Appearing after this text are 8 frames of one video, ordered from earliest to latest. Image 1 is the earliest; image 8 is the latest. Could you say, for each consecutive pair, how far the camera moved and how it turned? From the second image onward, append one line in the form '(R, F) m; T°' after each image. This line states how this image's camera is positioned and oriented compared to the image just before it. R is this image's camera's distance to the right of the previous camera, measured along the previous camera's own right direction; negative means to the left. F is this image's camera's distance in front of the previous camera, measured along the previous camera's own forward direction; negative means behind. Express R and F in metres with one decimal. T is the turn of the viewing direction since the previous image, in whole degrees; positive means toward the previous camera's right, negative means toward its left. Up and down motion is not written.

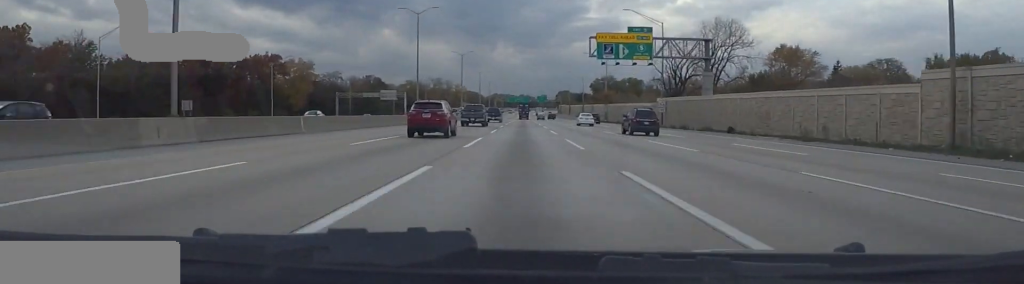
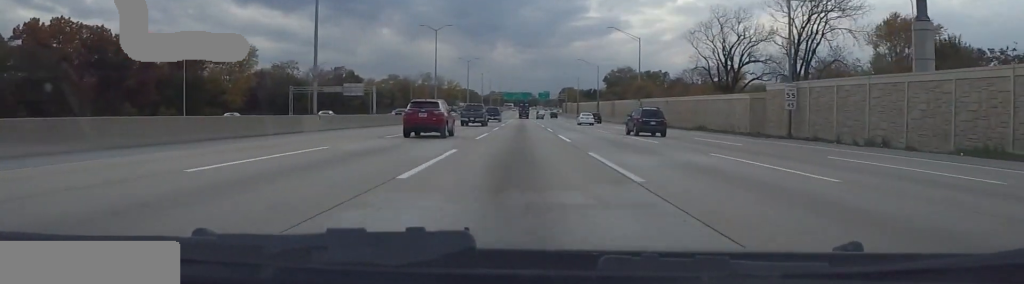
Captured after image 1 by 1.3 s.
(0.0, +41.9) m; 0°
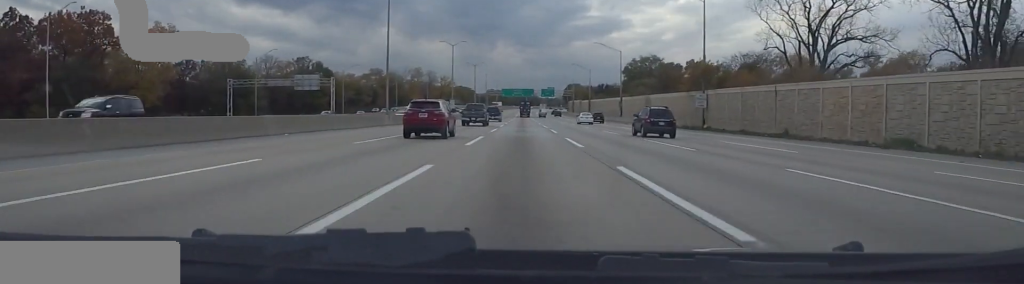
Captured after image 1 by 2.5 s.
(0.0, +36.0) m; 0°
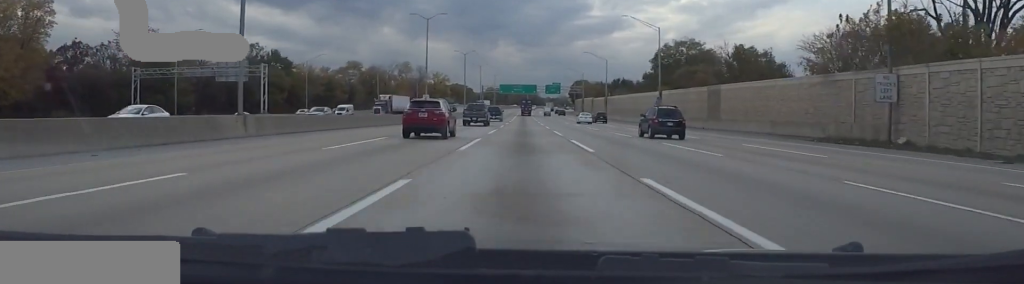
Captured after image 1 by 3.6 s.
(0.0, +32.9) m; 0°
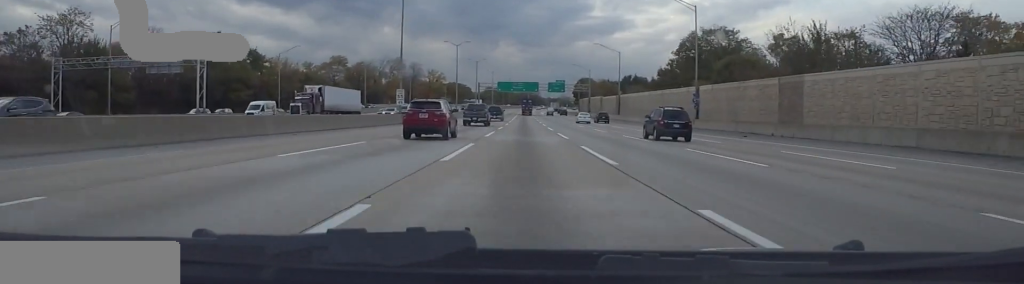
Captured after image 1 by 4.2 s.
(0.0, +17.7) m; 0°
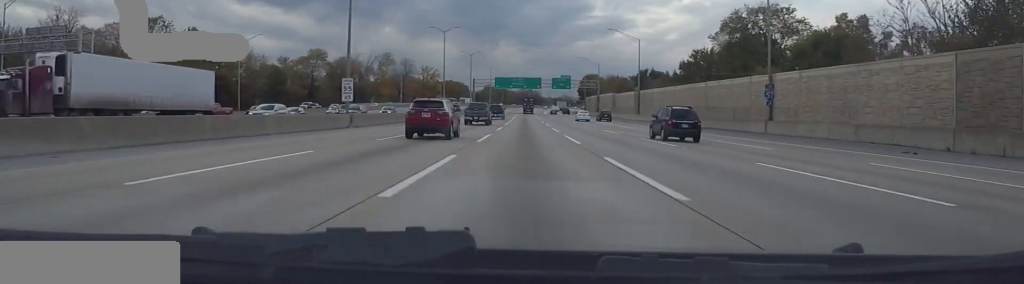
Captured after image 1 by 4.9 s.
(0.0, +20.0) m; 0°
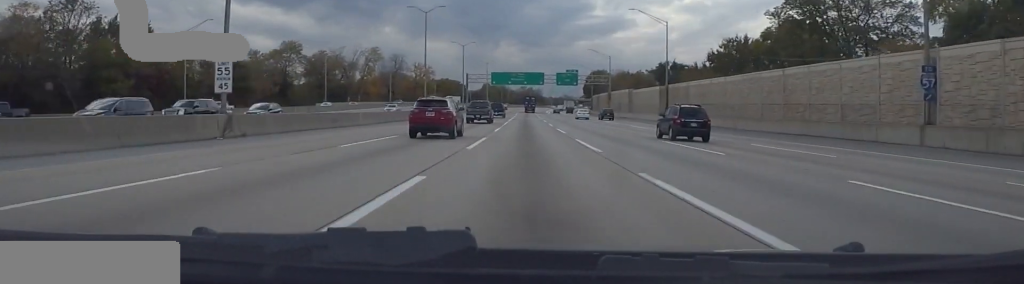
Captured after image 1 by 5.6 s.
(0.0, +20.0) m; 0°
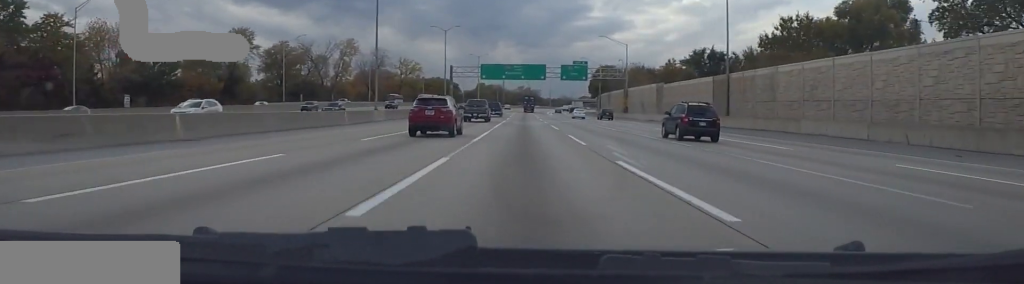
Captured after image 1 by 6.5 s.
(0.0, +26.9) m; 0°
